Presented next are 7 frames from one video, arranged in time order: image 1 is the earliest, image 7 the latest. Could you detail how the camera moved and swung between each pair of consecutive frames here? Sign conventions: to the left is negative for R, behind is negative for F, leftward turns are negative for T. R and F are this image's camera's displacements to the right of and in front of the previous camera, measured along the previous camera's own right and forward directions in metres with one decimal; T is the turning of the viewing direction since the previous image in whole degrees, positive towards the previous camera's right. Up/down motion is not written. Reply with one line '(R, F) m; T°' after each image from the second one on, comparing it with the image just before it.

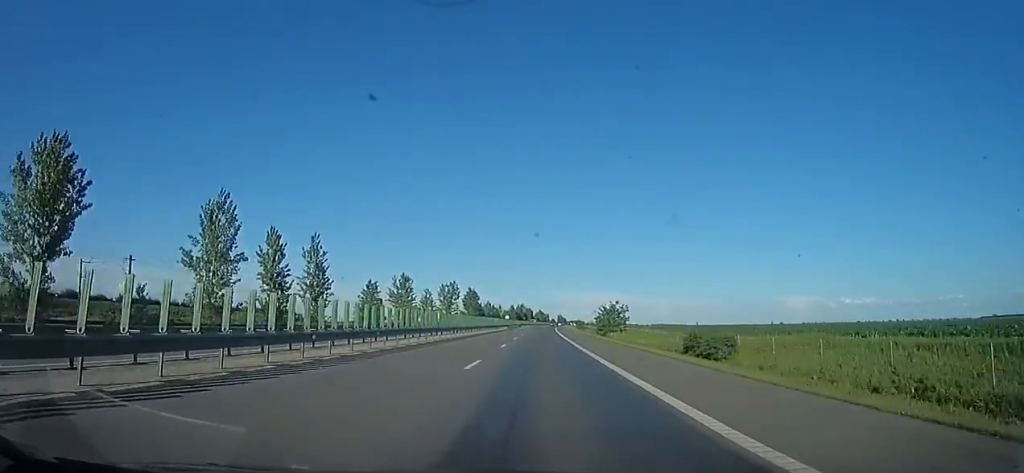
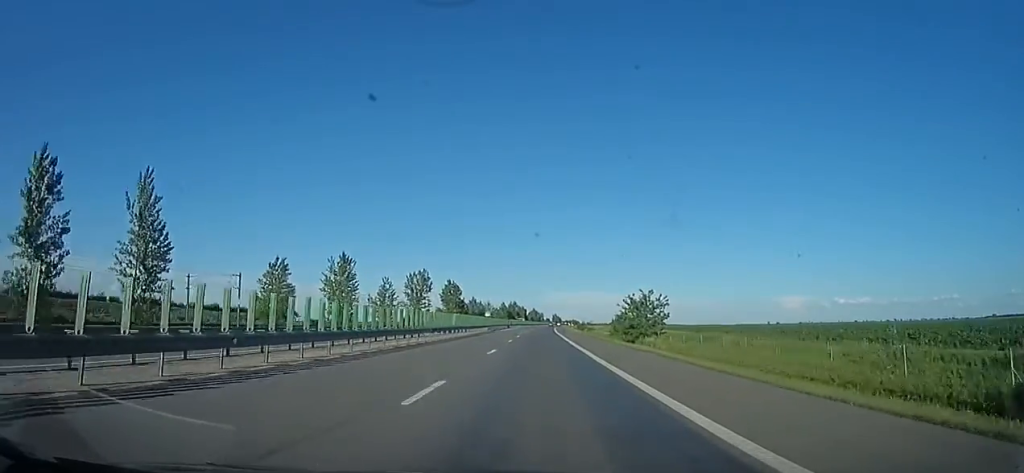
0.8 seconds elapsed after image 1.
(-0.2, +29.7) m; +1°
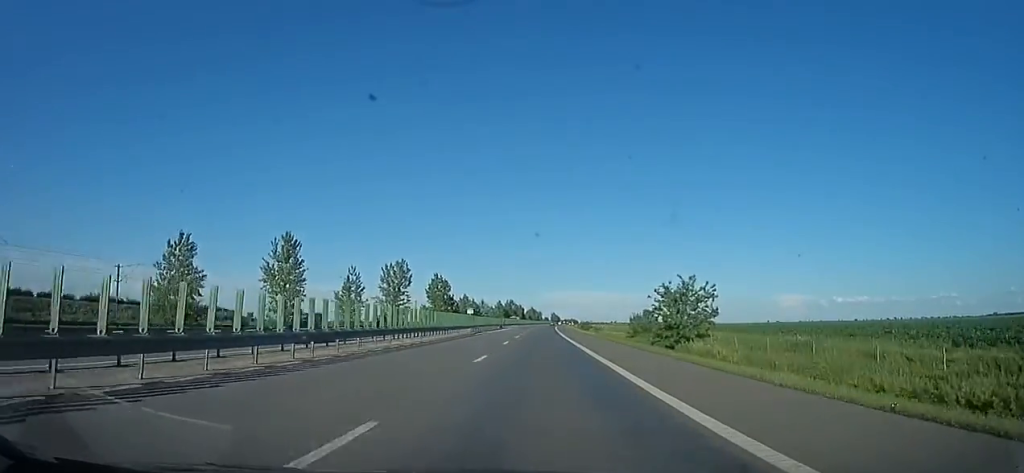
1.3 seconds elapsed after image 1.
(+0.4, +16.4) m; +1°
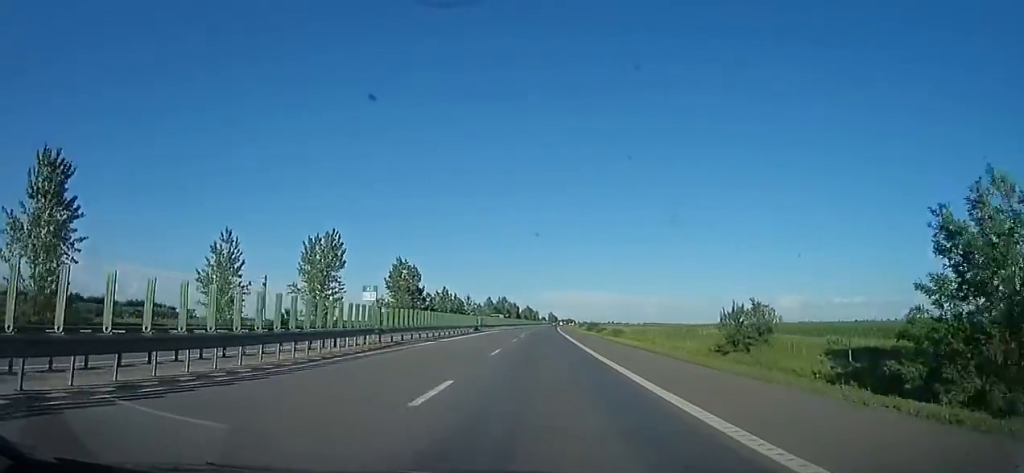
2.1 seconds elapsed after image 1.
(+0.3, +31.9) m; 0°
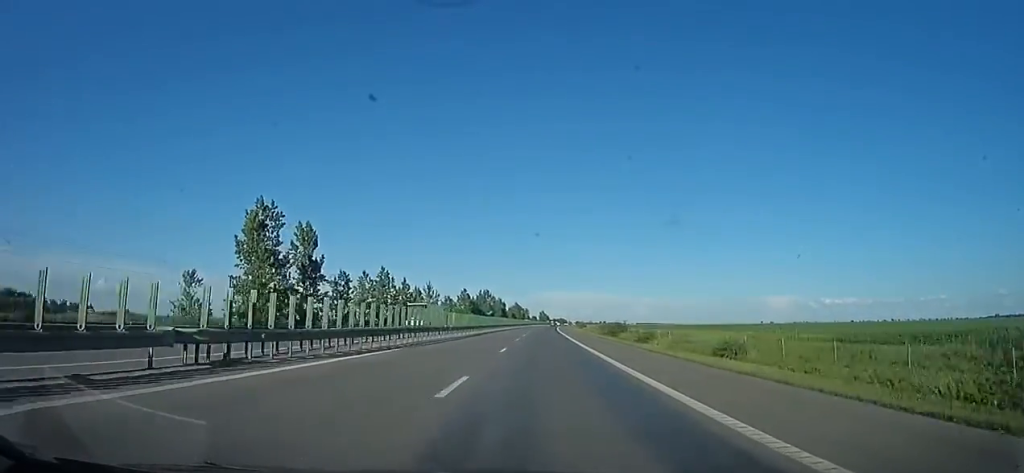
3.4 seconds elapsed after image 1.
(0.0, +47.5) m; 0°
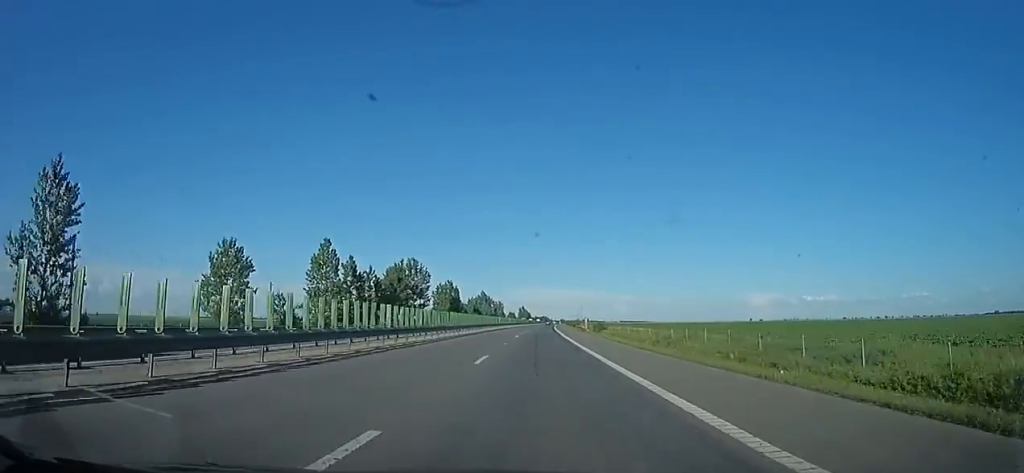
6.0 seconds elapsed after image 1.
(+2.3, +94.9) m; +2°
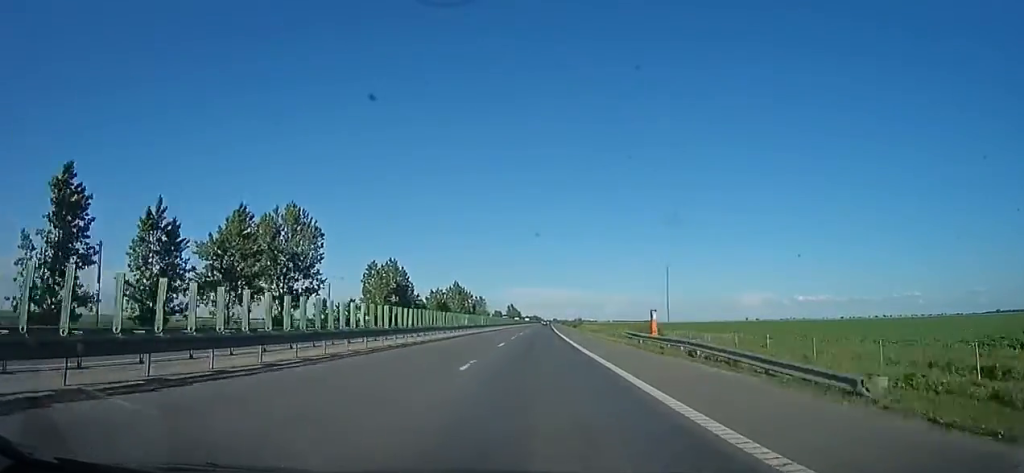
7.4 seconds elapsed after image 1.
(-0.8, +49.5) m; +1°
